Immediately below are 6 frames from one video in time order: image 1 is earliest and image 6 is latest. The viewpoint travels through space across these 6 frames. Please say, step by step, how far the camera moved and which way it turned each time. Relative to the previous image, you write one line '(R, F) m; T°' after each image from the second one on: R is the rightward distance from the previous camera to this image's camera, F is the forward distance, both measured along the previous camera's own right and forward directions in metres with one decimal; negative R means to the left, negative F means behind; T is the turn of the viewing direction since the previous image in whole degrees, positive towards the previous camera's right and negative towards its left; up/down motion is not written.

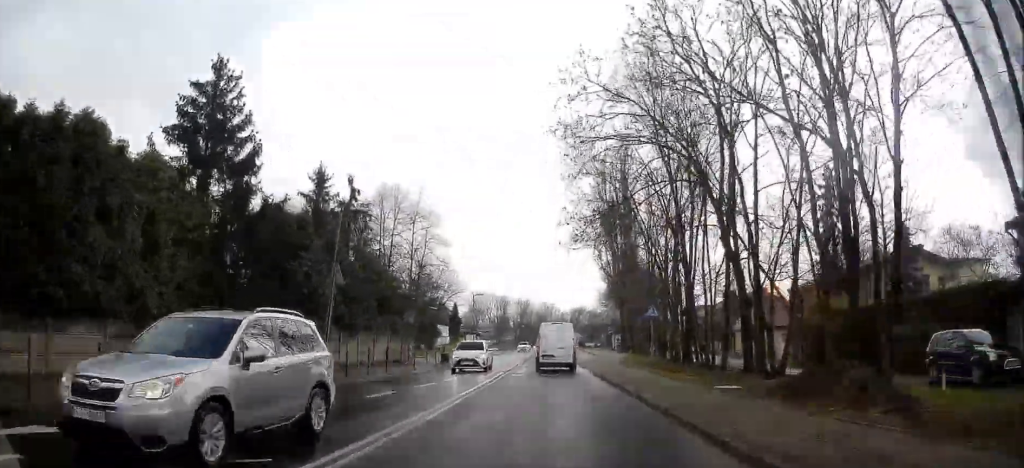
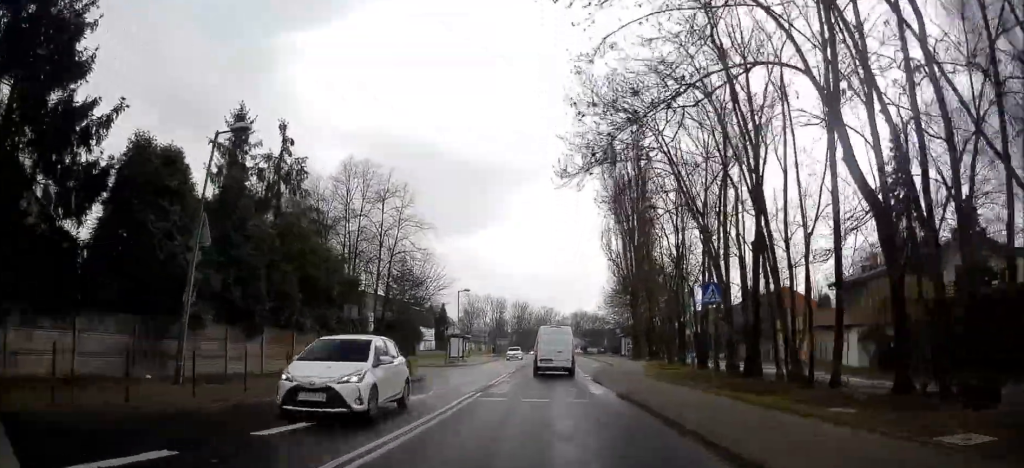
(0.0, +9.8) m; 0°
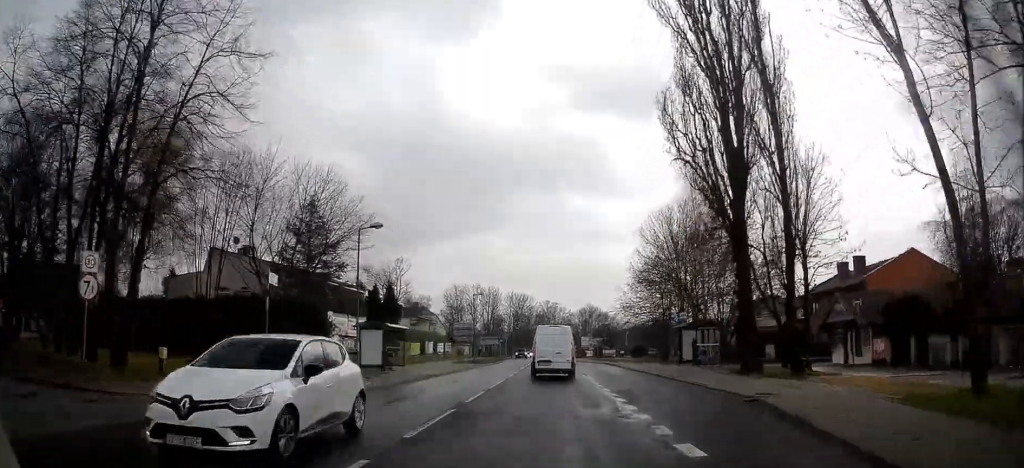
(0.0, +29.5) m; 0°
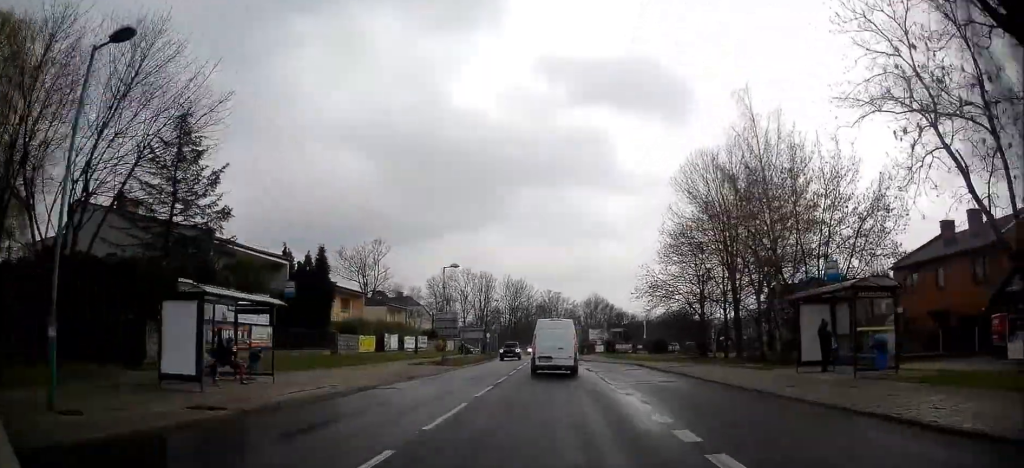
(0.0, +17.4) m; 0°
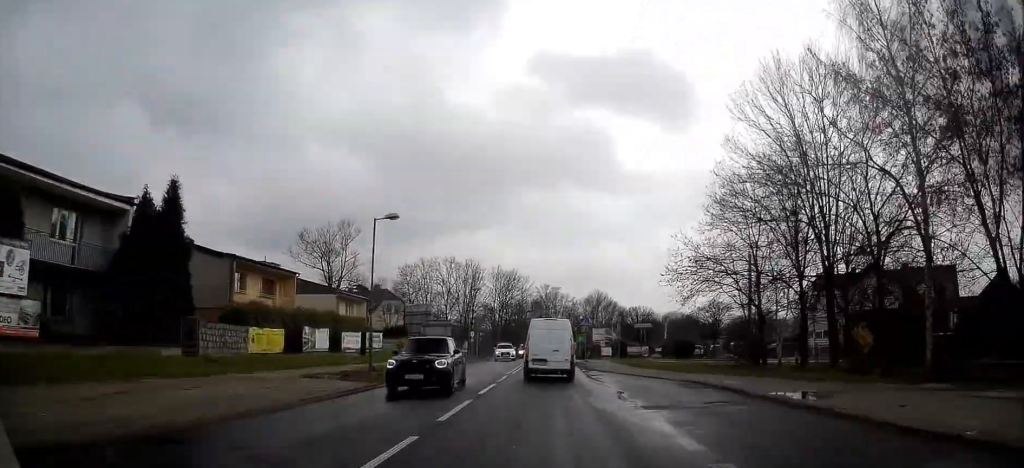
(-0.1, +16.5) m; 0°
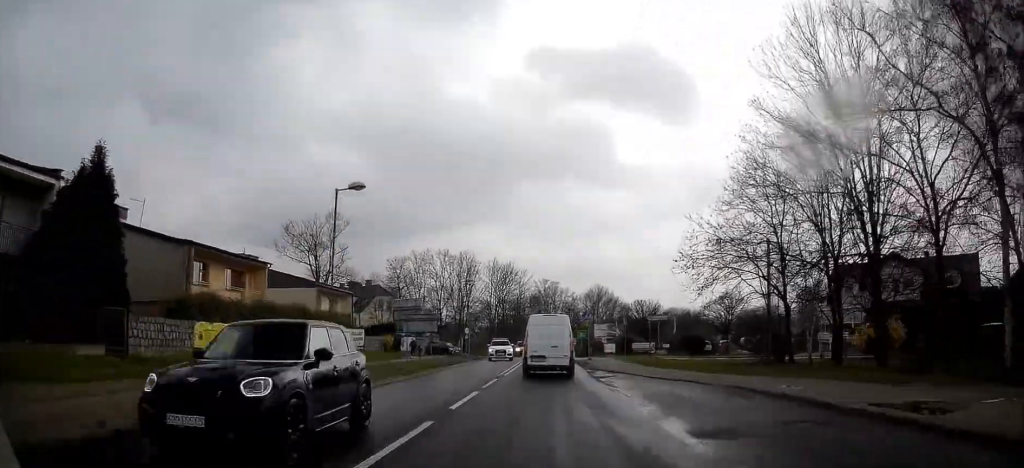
(-0.1, +5.0) m; 0°
